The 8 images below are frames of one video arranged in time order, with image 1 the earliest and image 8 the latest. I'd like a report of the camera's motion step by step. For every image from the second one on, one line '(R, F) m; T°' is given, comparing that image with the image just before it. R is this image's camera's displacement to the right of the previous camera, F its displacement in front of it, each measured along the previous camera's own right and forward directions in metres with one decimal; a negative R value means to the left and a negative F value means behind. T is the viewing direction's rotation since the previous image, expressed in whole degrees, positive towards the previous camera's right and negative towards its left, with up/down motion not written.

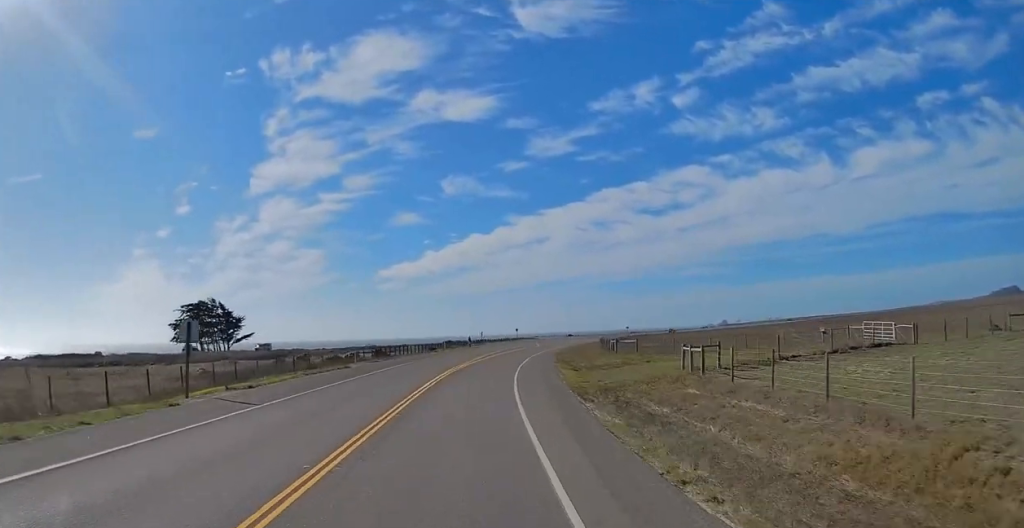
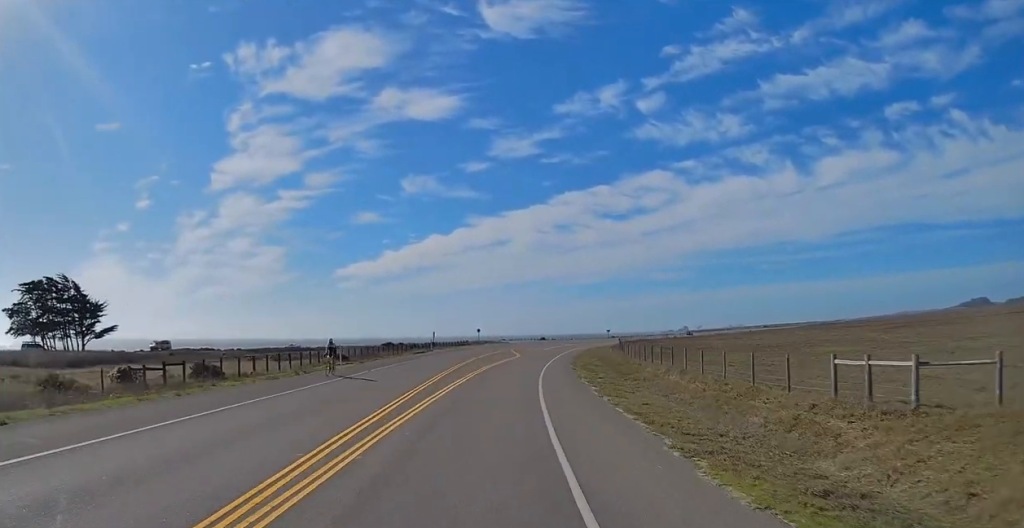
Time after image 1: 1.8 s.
(0.0, +43.2) m; 0°
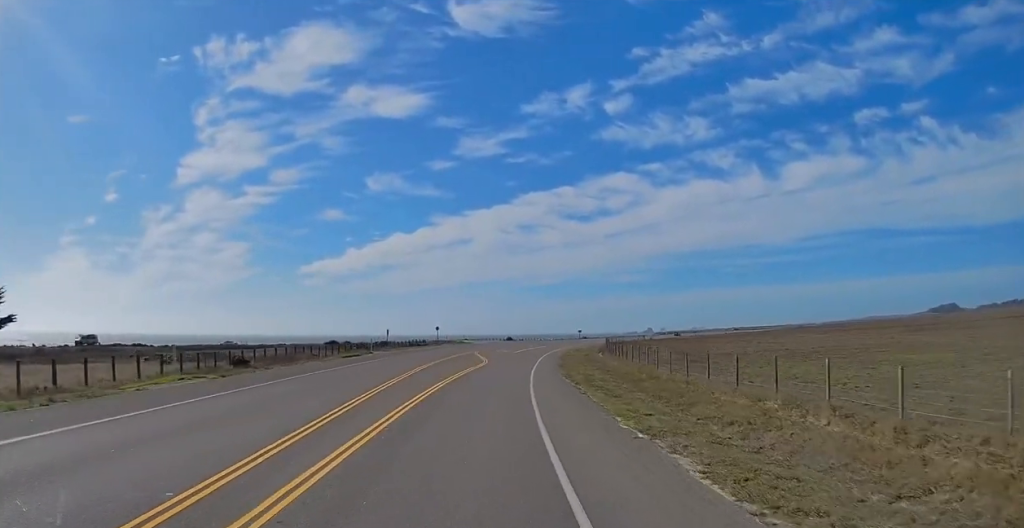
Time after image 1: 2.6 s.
(0.0, +18.8) m; +1°
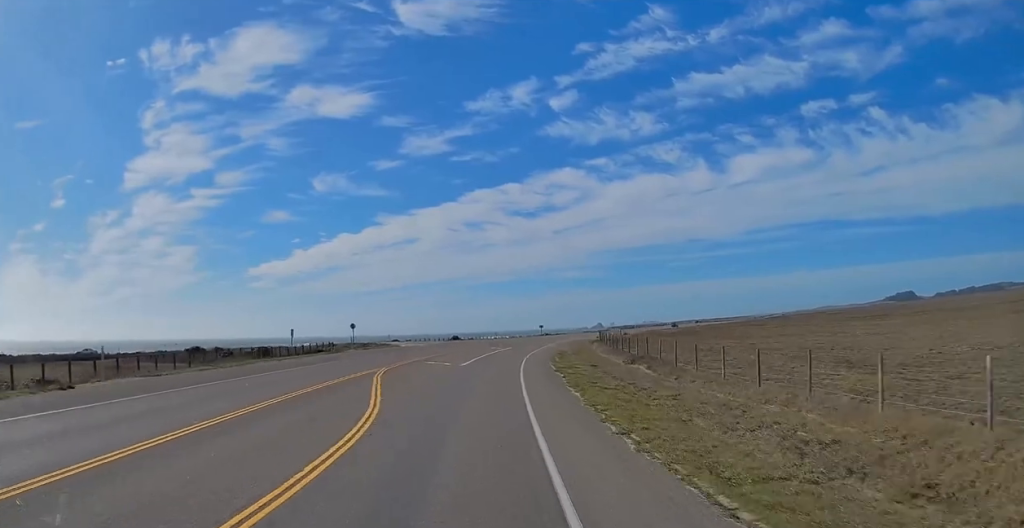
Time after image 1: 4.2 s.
(+1.5, +36.2) m; +7°
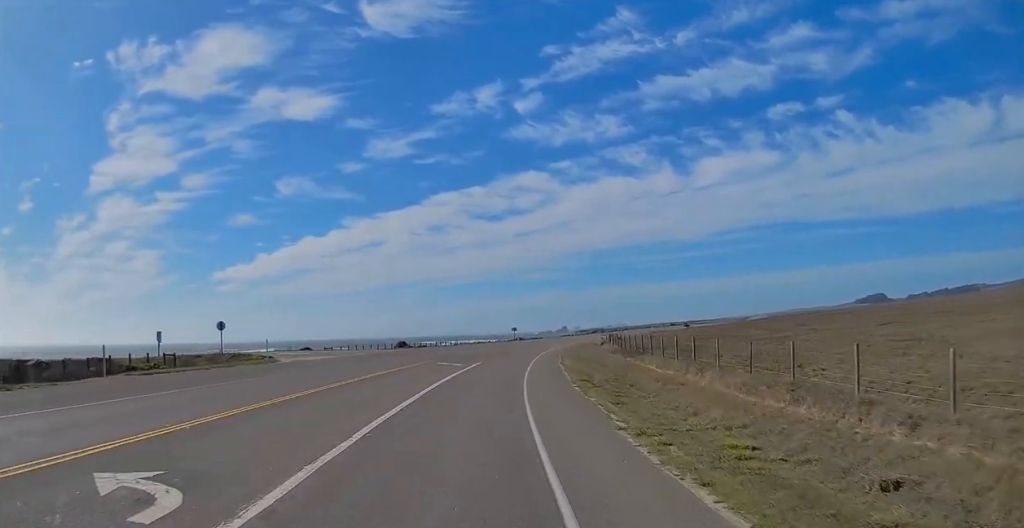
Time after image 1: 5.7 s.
(+2.4, +34.6) m; +8°
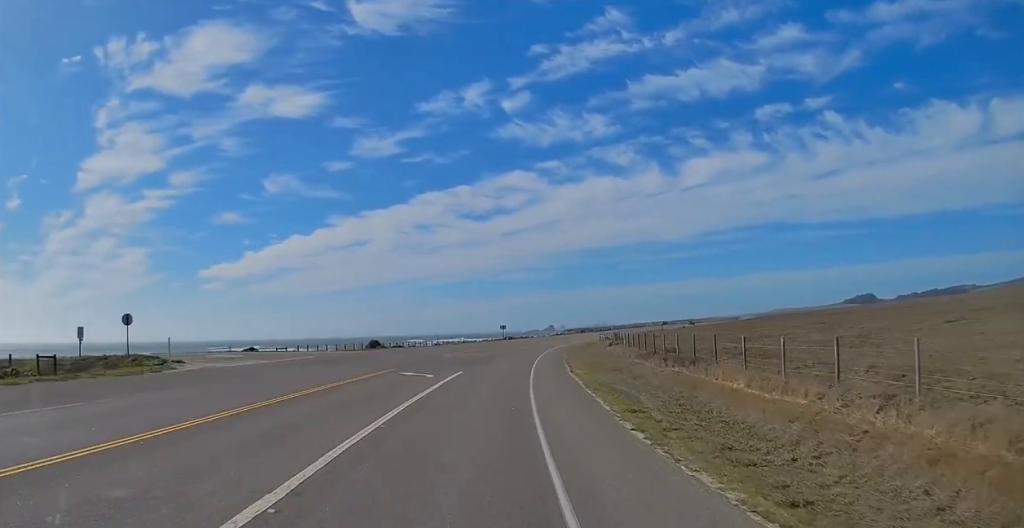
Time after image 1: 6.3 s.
(+0.1, +13.7) m; +3°
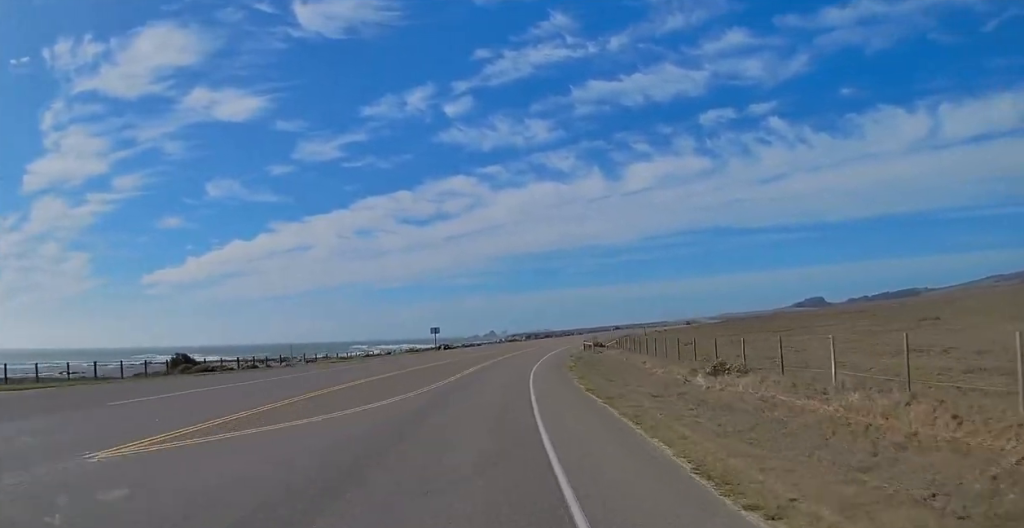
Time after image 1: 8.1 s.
(+2.8, +45.3) m; +4°
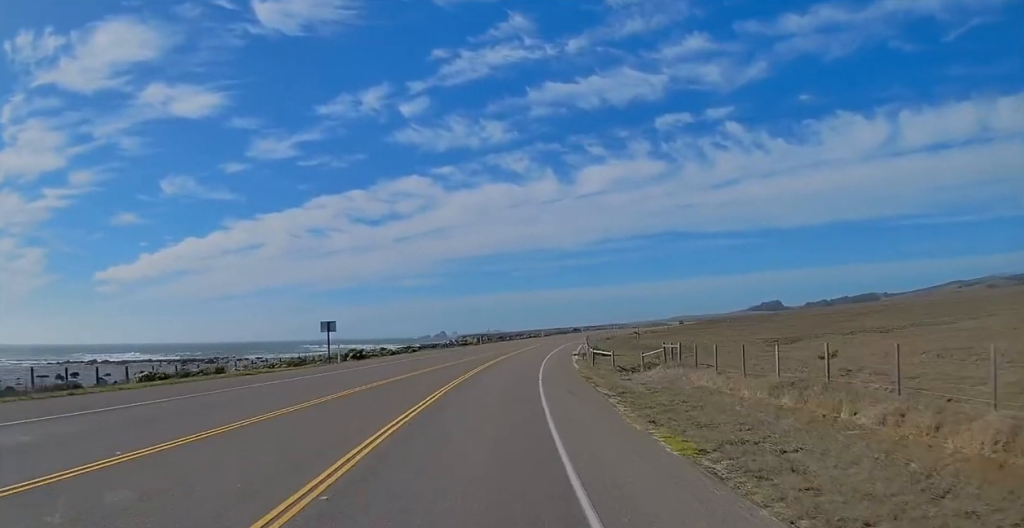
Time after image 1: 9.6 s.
(0.0, +37.4) m; 0°
